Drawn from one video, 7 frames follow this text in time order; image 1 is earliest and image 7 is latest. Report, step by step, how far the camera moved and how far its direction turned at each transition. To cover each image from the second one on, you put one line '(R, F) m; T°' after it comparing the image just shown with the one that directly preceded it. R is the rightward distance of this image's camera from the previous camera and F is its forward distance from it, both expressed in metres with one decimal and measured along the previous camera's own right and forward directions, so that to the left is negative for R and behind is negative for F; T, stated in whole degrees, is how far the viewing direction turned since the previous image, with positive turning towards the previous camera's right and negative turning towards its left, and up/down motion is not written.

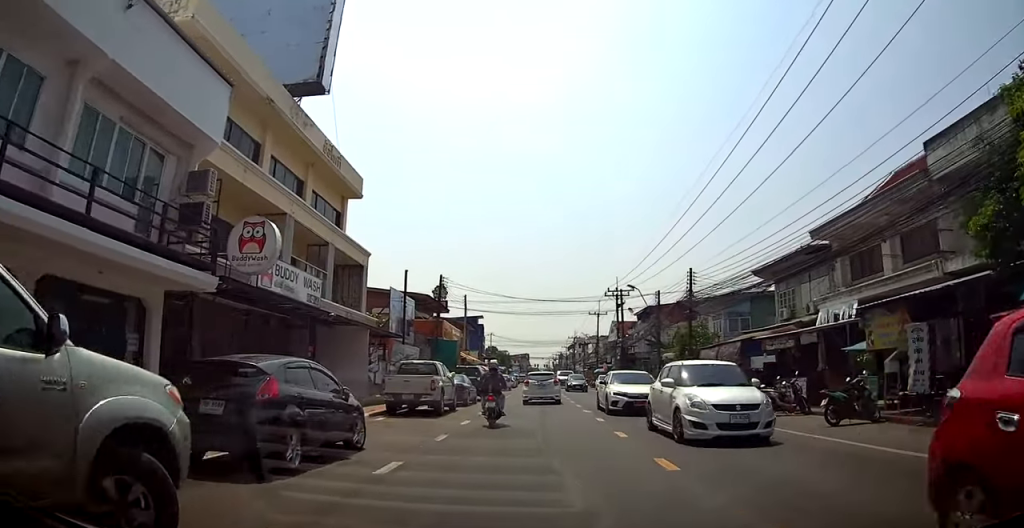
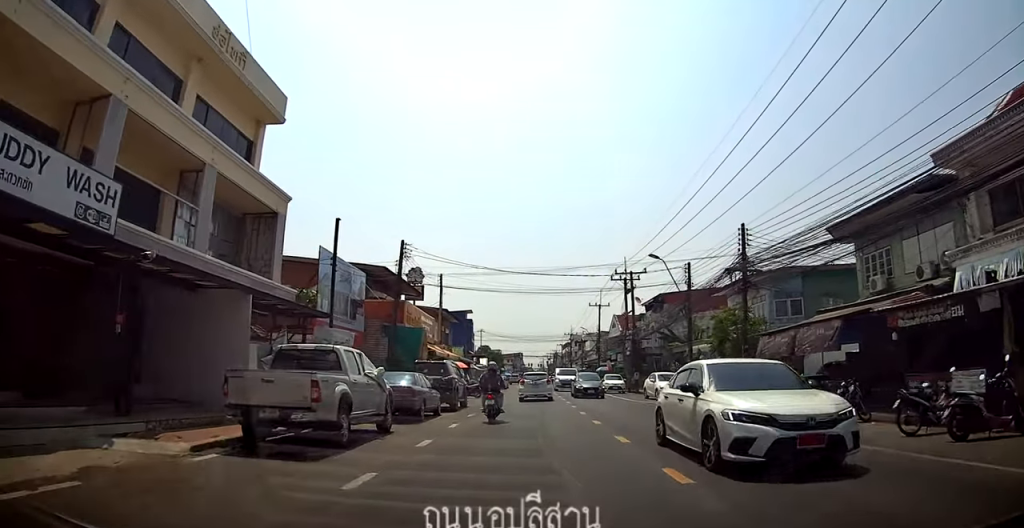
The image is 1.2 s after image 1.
(0.0, +8.8) m; -2°
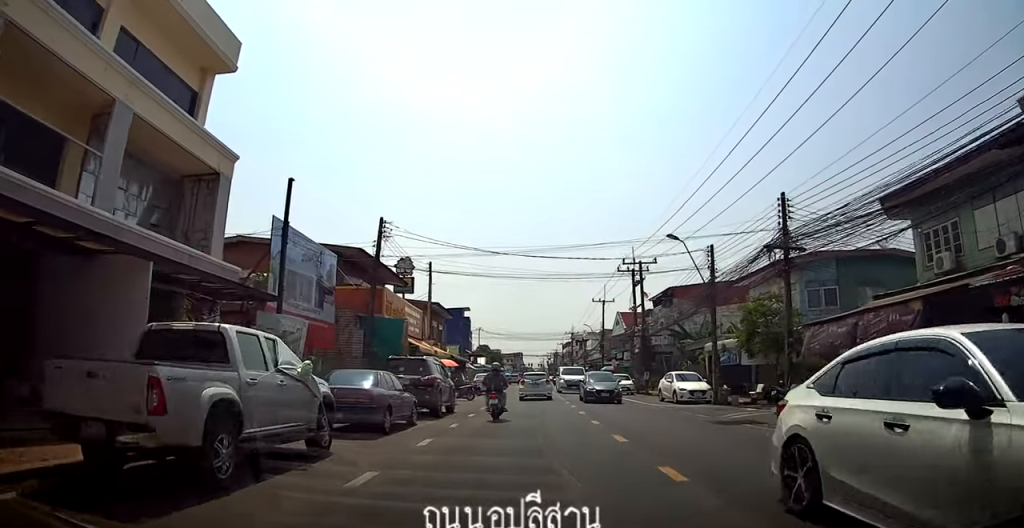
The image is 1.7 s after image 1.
(-0.1, +3.9) m; -1°
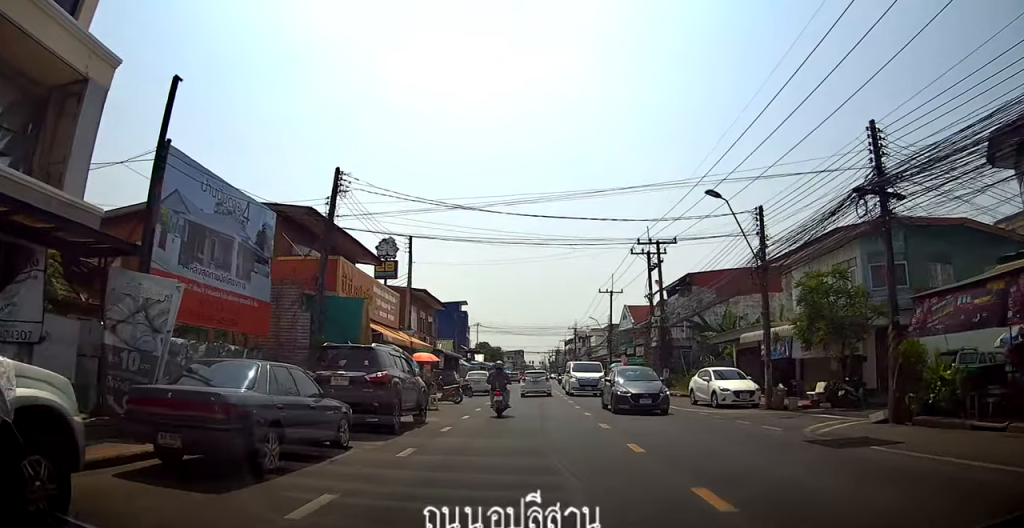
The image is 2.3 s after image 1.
(-0.1, +5.8) m; 0°
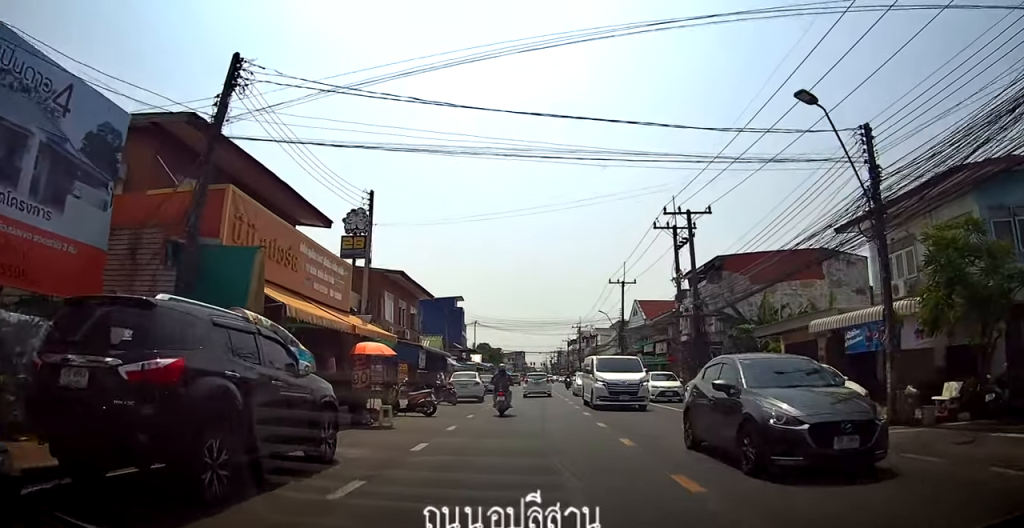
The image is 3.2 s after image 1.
(0.0, +7.2) m; 0°
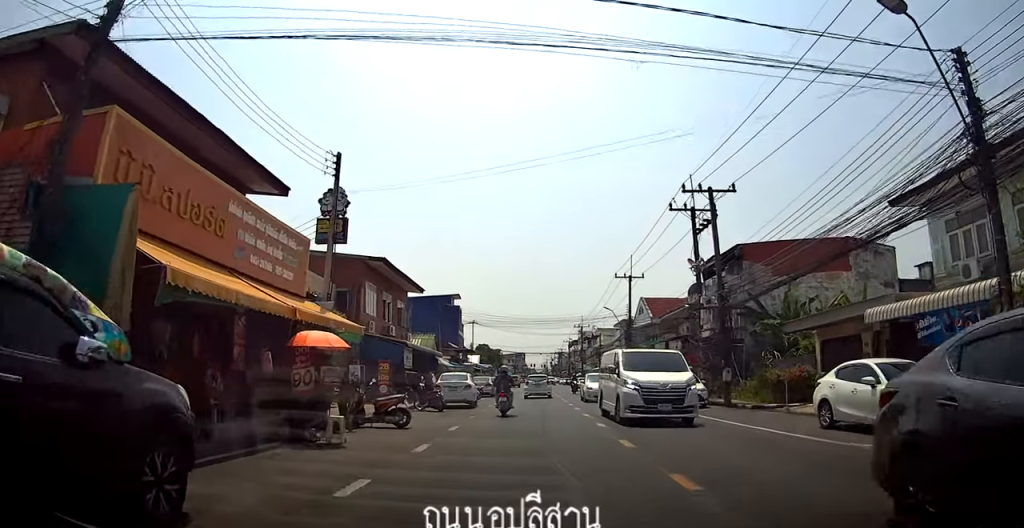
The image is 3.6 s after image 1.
(0.0, +3.8) m; 0°
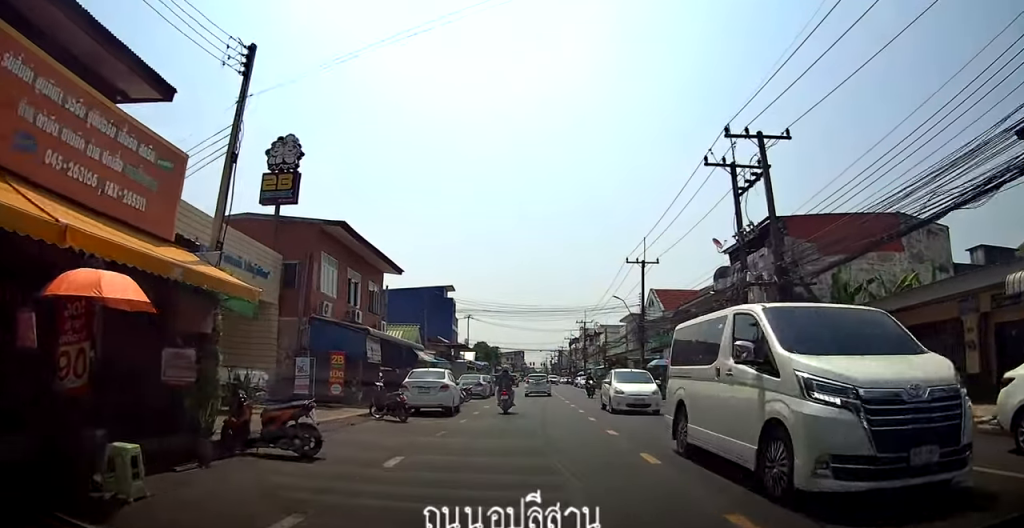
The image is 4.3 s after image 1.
(0.0, +6.2) m; +1°
